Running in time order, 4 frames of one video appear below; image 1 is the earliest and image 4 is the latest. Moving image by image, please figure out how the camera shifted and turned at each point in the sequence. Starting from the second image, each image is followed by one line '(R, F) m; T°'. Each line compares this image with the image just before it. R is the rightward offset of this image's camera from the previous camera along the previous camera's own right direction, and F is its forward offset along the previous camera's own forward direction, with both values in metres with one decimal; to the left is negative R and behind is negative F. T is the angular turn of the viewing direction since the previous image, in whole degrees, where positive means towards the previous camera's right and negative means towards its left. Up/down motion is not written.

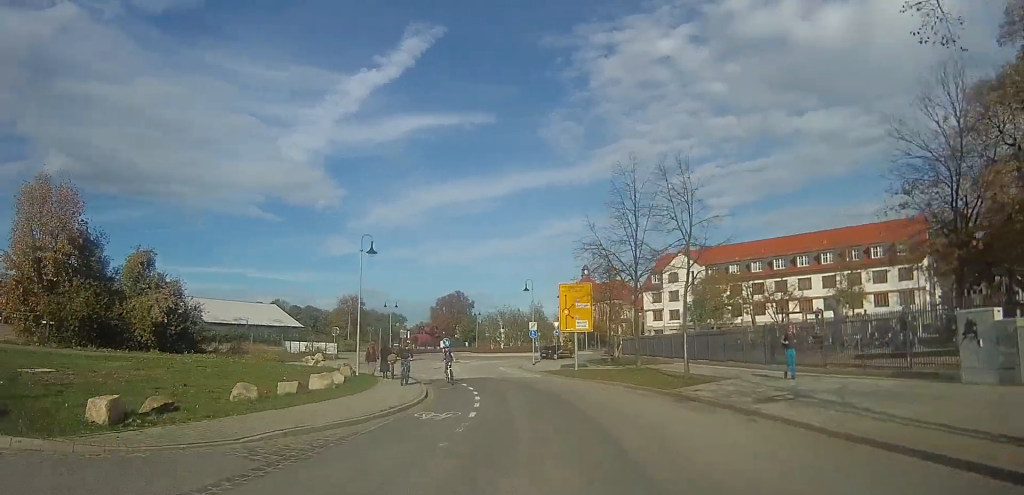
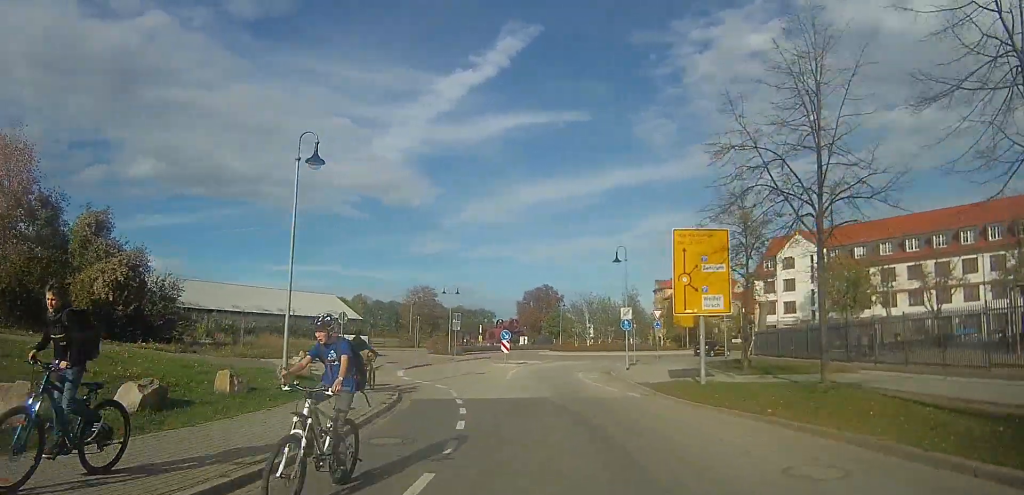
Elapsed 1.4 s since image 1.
(-1.2, +12.1) m; -13°
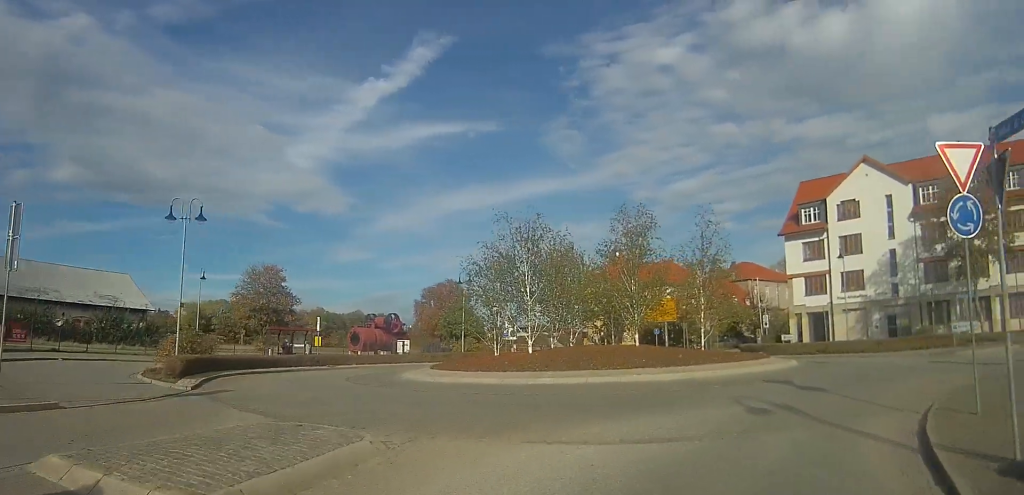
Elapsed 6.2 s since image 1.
(-1.1, +33.6) m; +22°
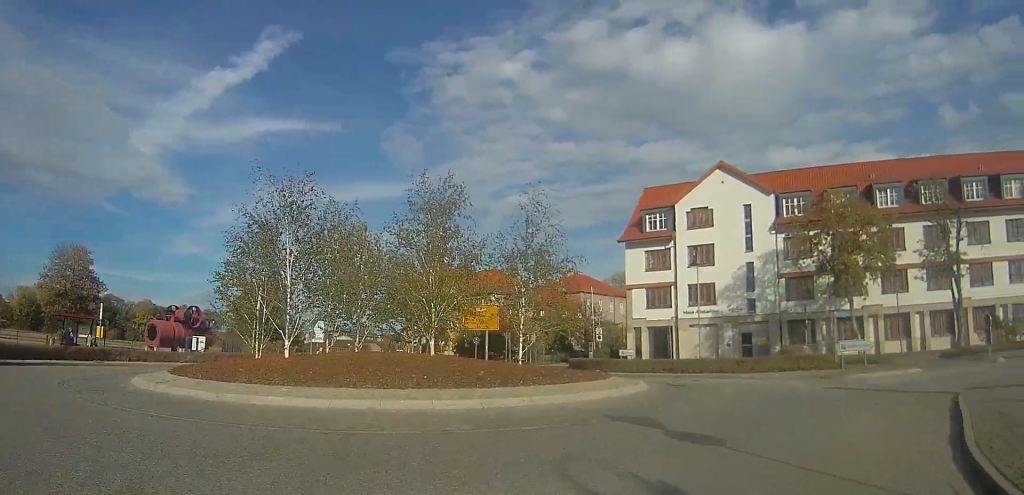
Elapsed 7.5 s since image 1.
(+0.9, +5.3) m; +6°
